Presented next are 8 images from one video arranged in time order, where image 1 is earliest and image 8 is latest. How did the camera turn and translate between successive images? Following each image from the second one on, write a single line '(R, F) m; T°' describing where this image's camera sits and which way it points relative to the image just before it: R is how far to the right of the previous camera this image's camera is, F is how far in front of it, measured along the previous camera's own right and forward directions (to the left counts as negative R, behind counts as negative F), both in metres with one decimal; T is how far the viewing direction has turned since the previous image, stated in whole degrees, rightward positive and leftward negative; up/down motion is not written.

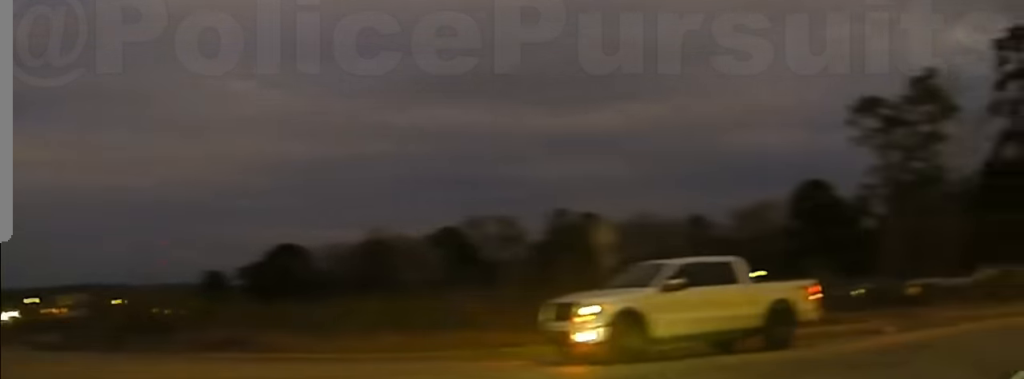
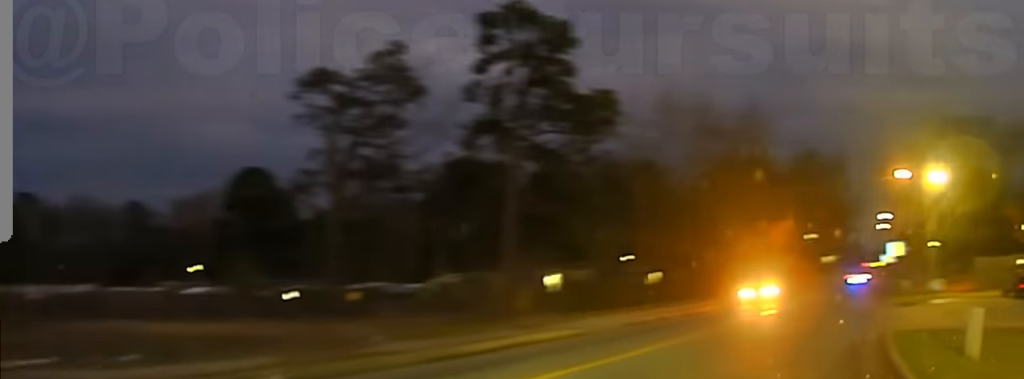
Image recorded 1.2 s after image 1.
(+4.1, +12.0) m; +27°
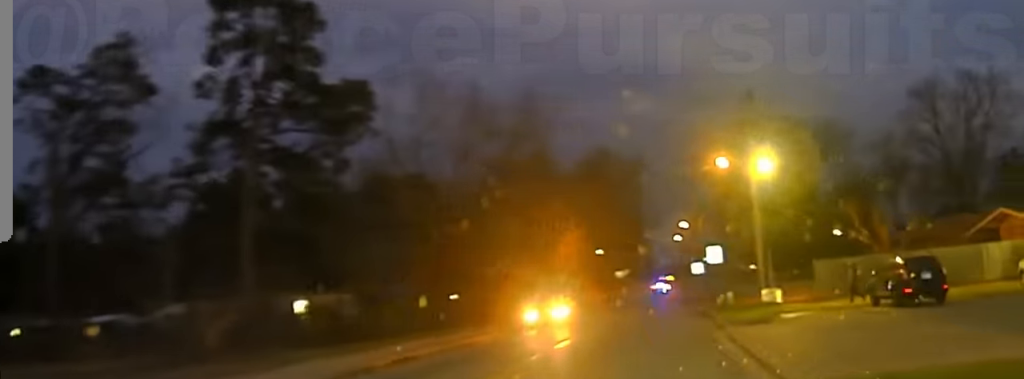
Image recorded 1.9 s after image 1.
(+0.8, +7.8) m; +9°
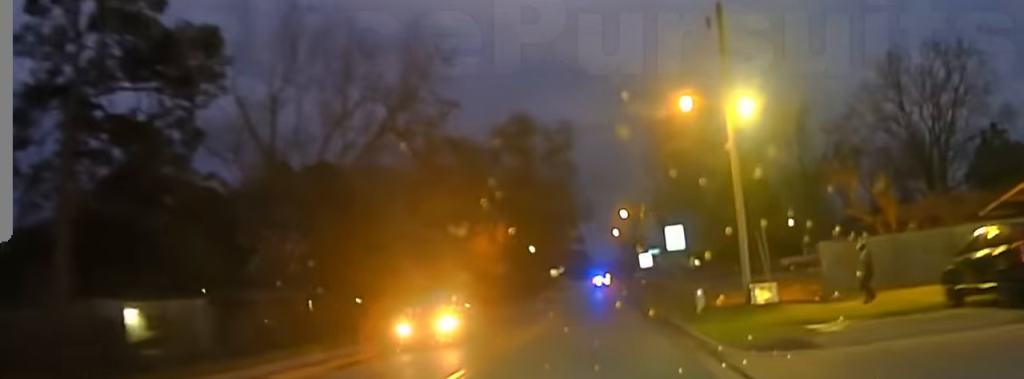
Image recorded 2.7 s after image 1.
(+0.4, +10.4) m; +3°
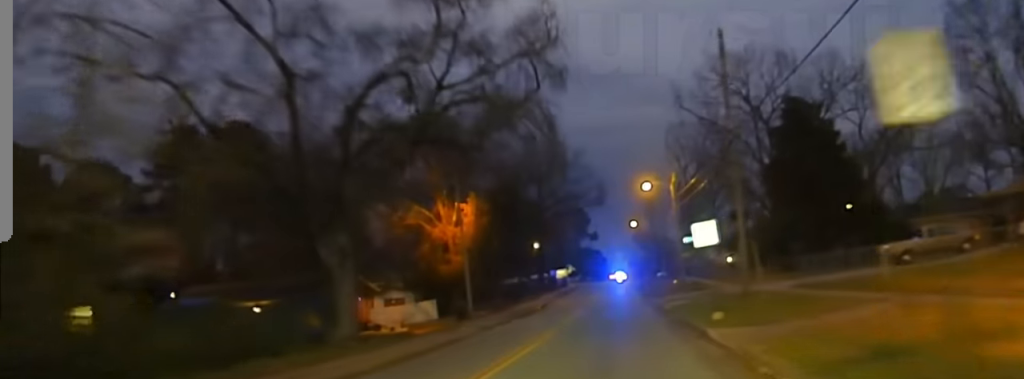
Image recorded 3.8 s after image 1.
(+0.5, +22.0) m; +1°
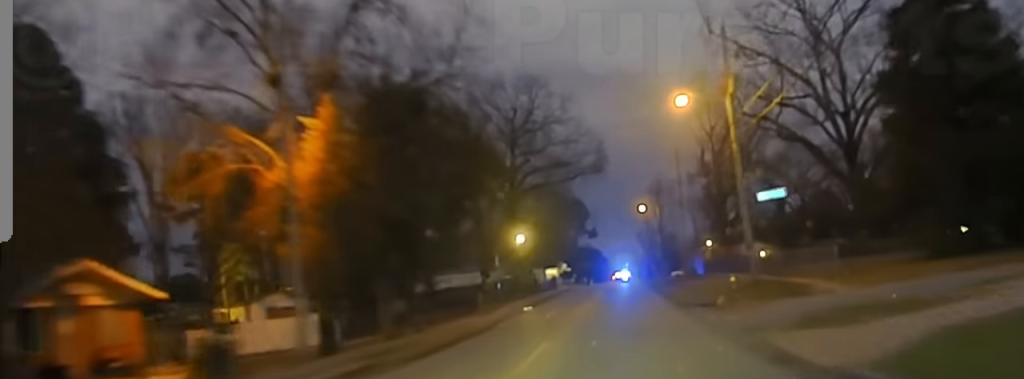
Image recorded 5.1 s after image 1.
(-0.4, +32.0) m; -1°
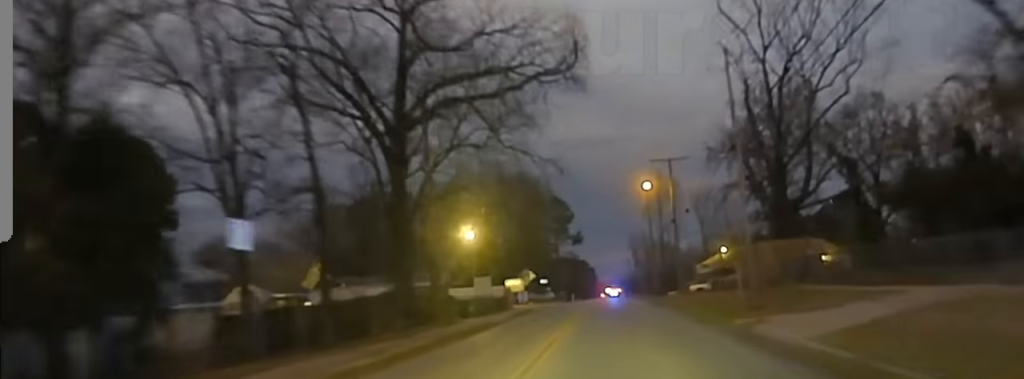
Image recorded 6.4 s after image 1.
(+0.2, +41.3) m; 0°
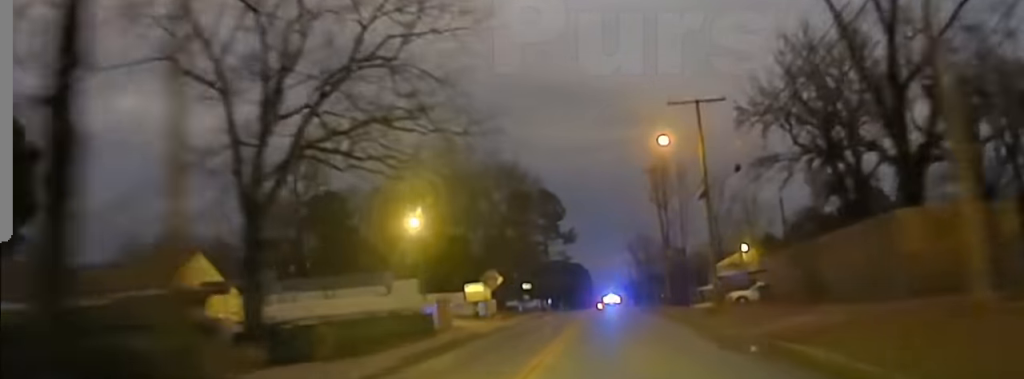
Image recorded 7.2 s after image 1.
(0.0, +23.0) m; 0°
